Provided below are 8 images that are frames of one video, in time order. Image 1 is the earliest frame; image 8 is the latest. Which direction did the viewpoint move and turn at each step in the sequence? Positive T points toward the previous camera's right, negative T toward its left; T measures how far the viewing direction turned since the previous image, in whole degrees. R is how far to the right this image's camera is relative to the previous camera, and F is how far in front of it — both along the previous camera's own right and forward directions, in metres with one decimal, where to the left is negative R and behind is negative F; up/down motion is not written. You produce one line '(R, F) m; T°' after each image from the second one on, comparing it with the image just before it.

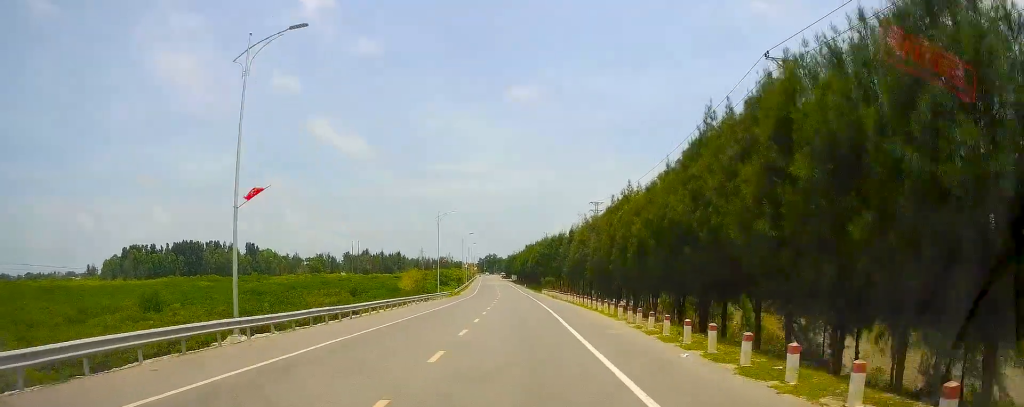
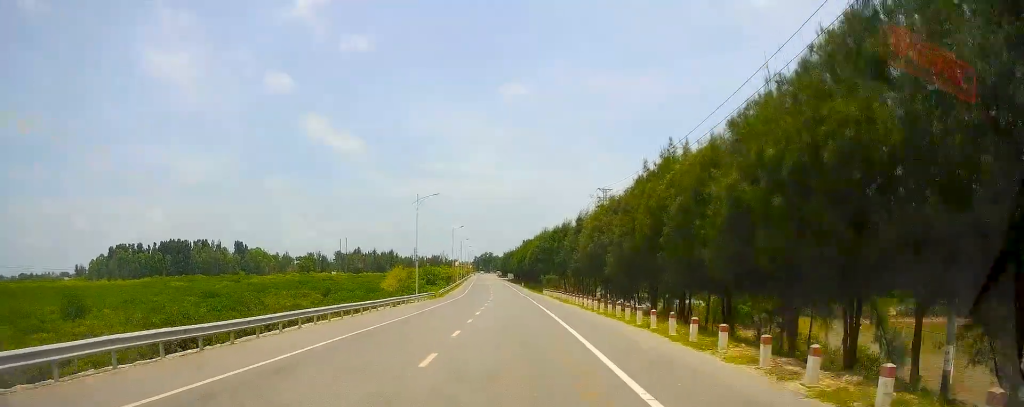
(-0.3, +12.5) m; -1°
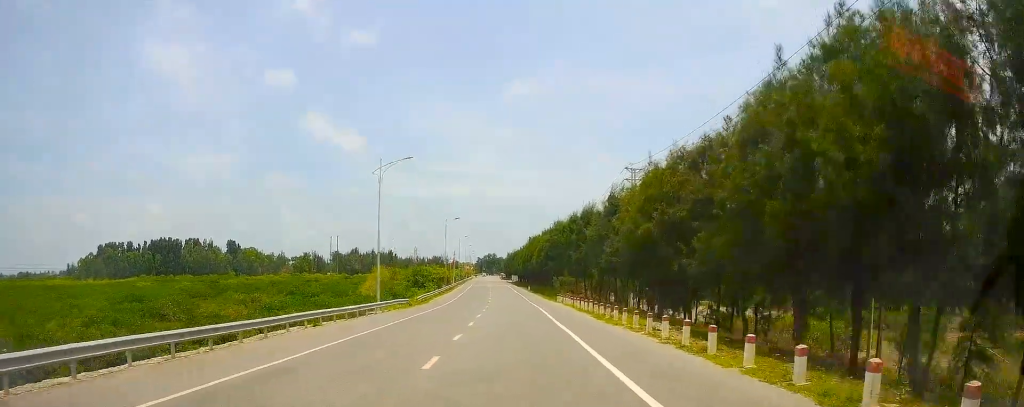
(-0.1, +17.1) m; +1°
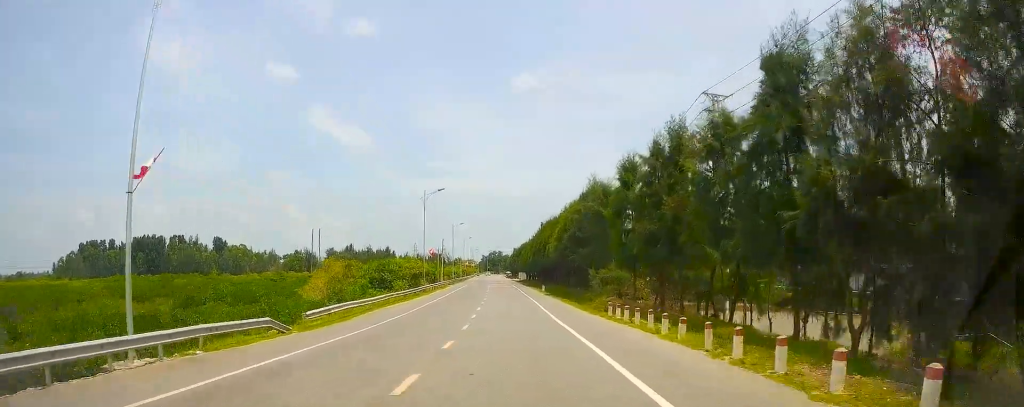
(+0.5, +26.5) m; 0°
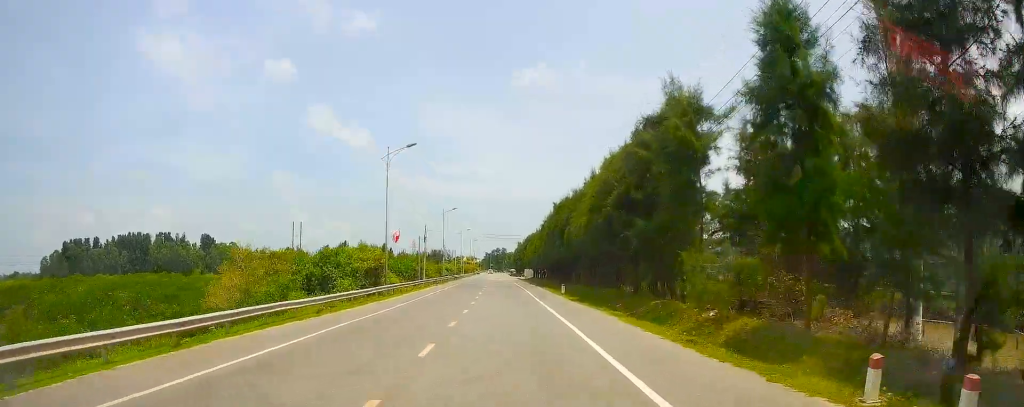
(-0.8, +20.2) m; -3°
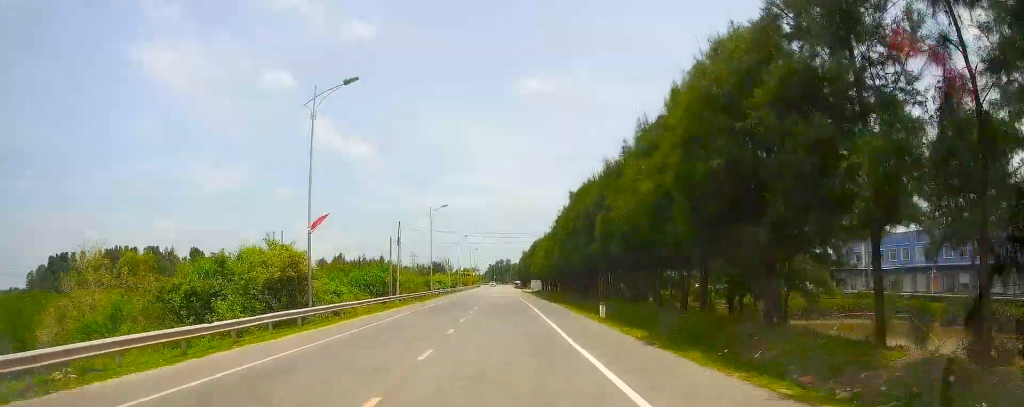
(-0.1, +17.0) m; +1°
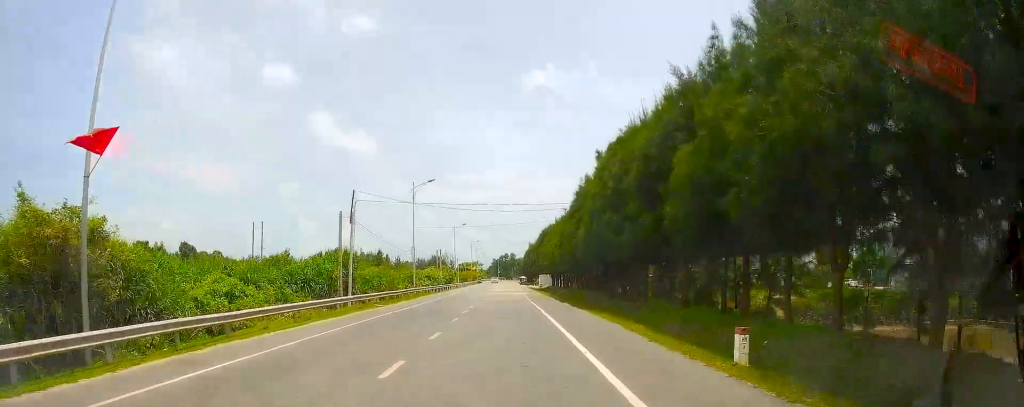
(+0.4, +15.4) m; +1°
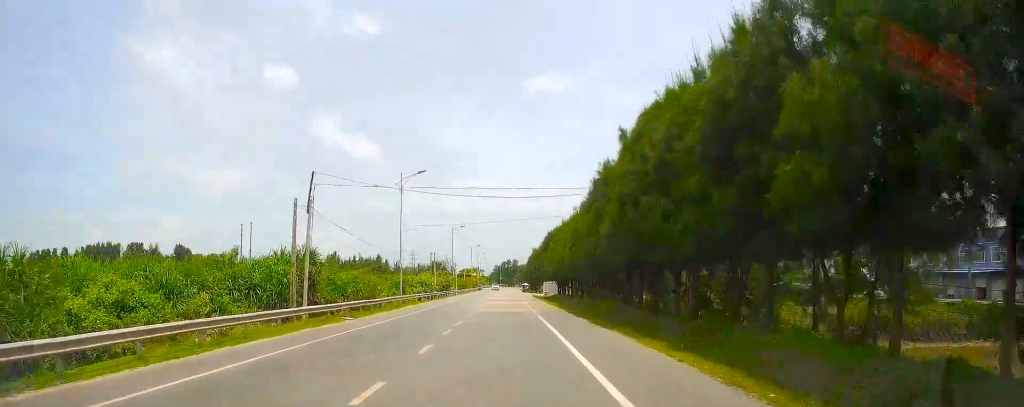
(+0.3, +7.7) m; -1°
